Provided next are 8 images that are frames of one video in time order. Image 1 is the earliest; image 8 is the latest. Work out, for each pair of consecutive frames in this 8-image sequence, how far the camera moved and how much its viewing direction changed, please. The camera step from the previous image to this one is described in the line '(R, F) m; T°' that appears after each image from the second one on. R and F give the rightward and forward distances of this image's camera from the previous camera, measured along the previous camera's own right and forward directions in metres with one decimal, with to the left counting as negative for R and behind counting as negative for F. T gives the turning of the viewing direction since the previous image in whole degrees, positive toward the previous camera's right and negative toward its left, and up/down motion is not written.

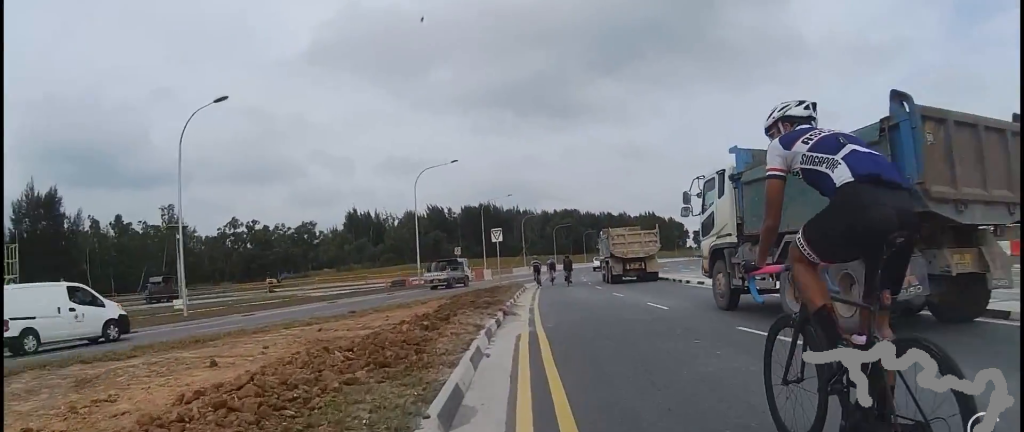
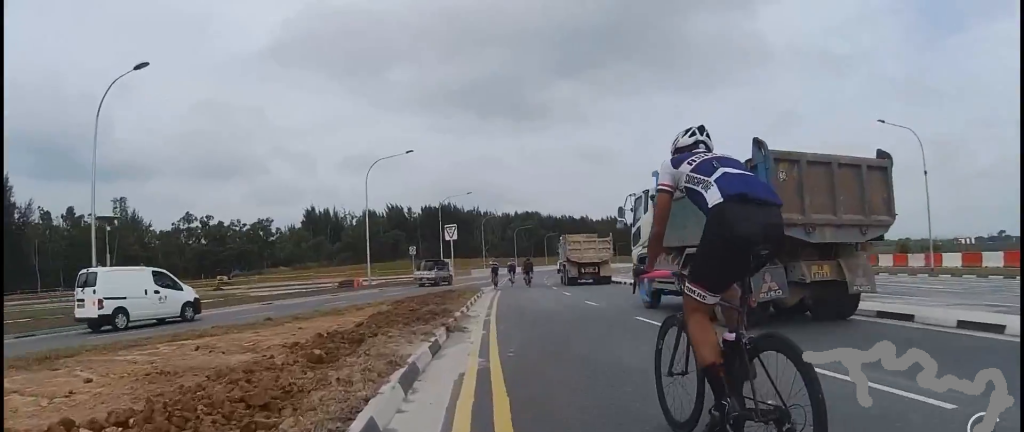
(0.0, +3.5) m; 0°
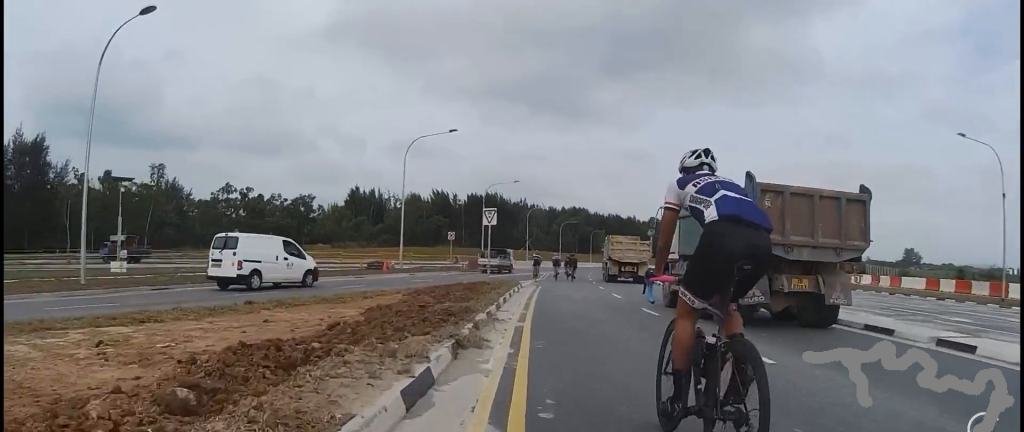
(0.0, +3.1) m; -1°
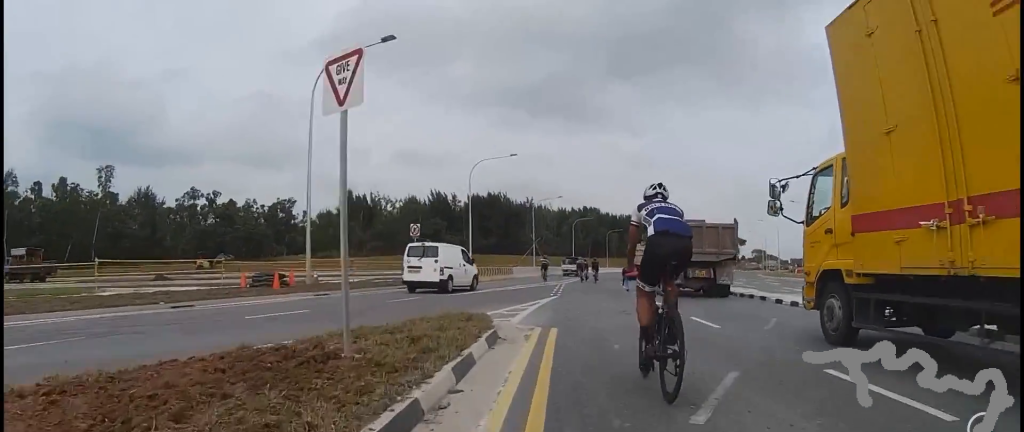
(-1.8, +15.7) m; -10°
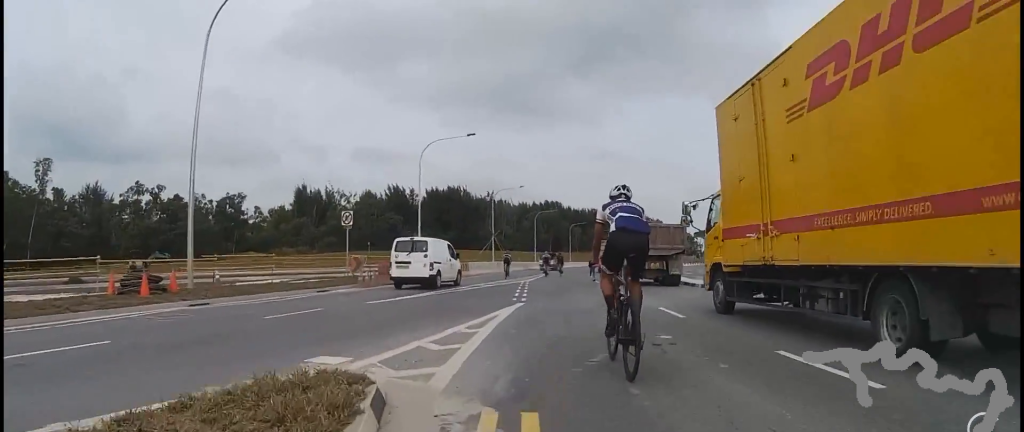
(+0.1, +5.4) m; +5°
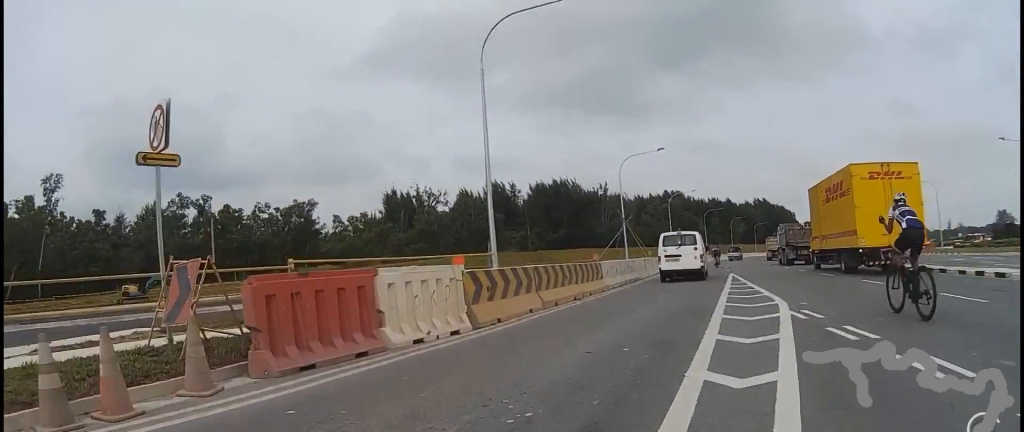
(+4.9, +18.0) m; +16°
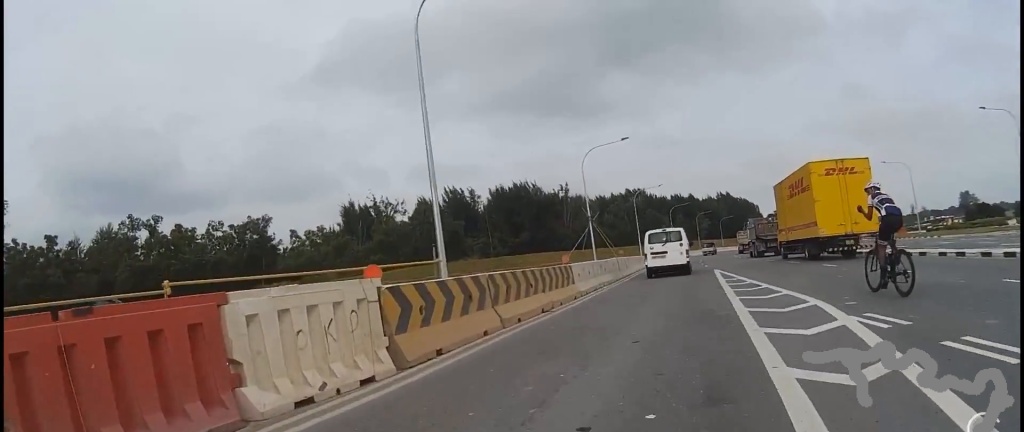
(-0.5, +3.0) m; -5°
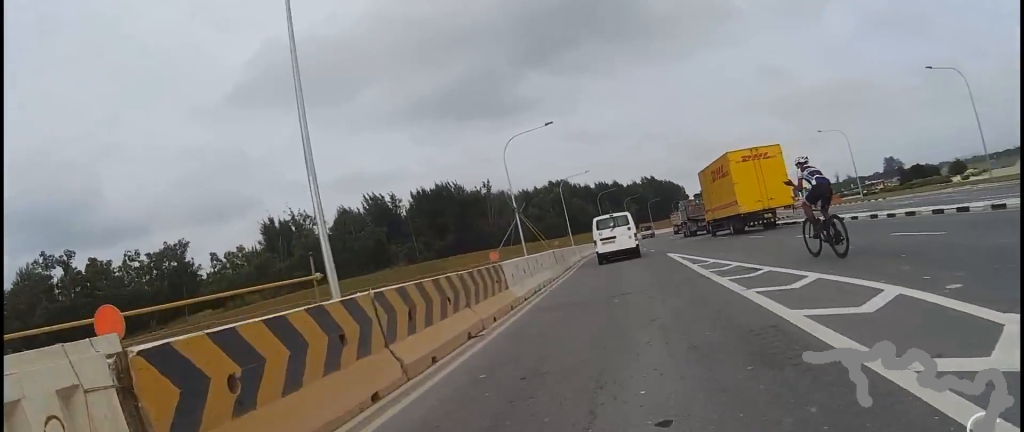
(-0.3, +3.6) m; -5°
